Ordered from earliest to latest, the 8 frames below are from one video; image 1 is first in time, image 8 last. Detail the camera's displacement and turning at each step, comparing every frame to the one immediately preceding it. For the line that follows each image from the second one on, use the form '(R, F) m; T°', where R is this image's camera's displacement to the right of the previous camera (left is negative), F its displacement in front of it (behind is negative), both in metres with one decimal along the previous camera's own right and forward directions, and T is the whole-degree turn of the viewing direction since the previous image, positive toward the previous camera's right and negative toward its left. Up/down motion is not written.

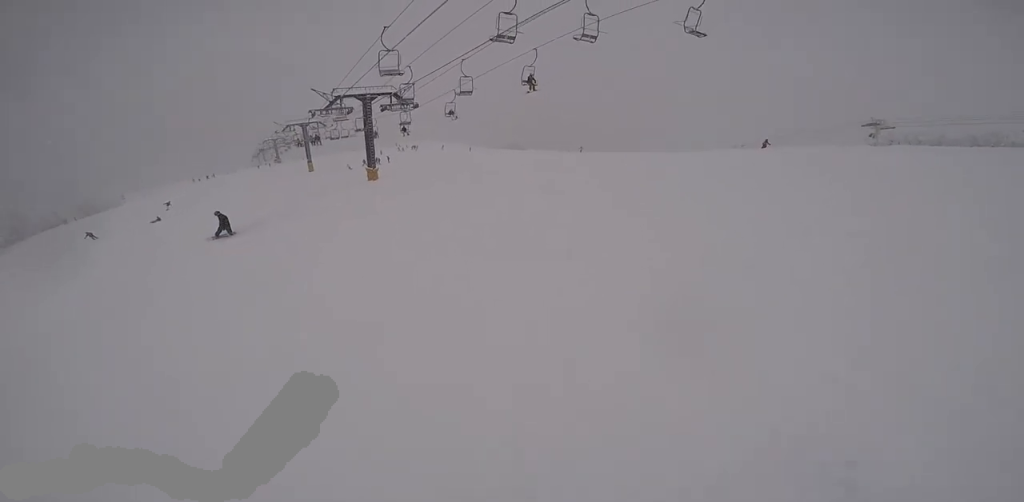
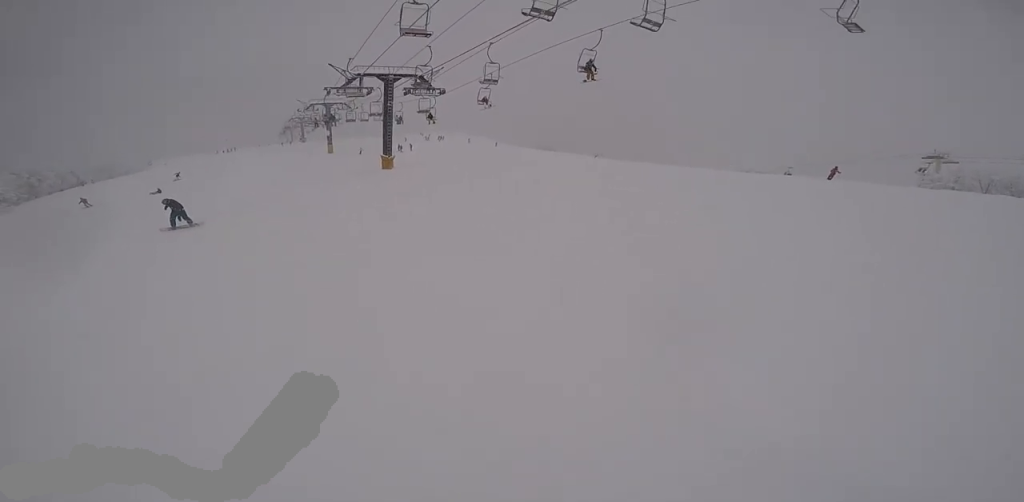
(+0.5, +4.6) m; -5°
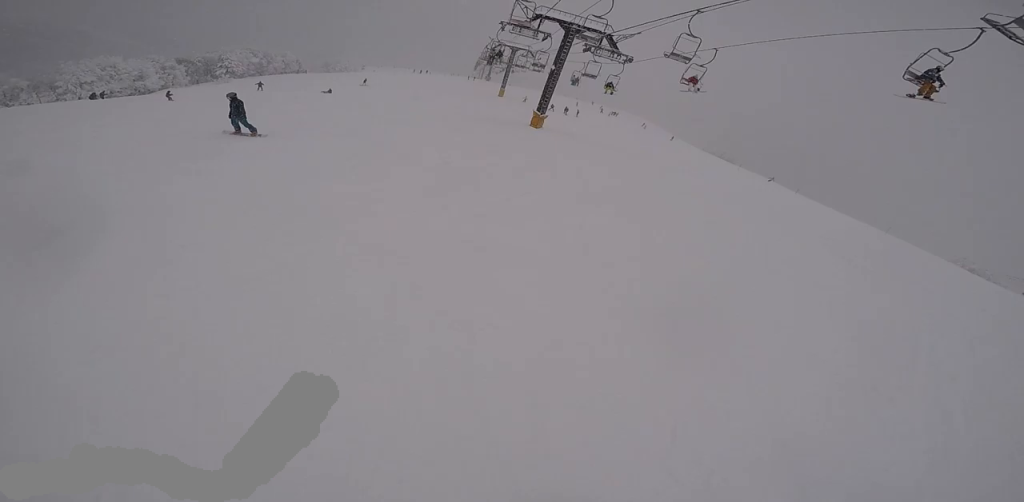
(-0.9, +6.4) m; -13°
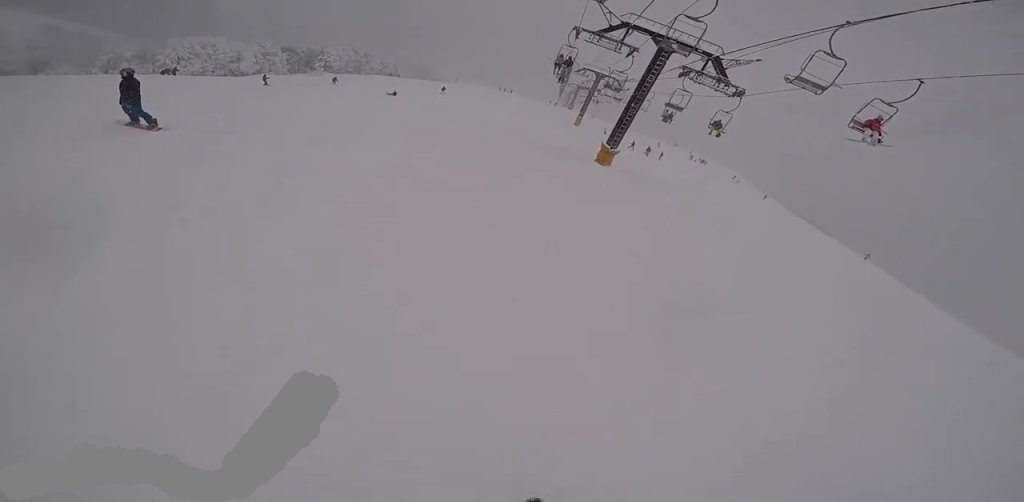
(-0.7, +6.6) m; -12°
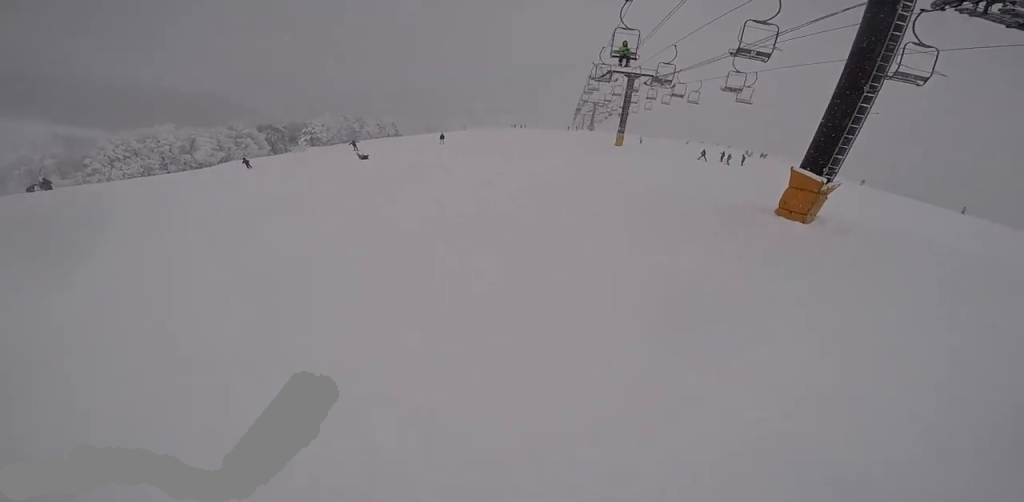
(-2.3, +16.4) m; -4°
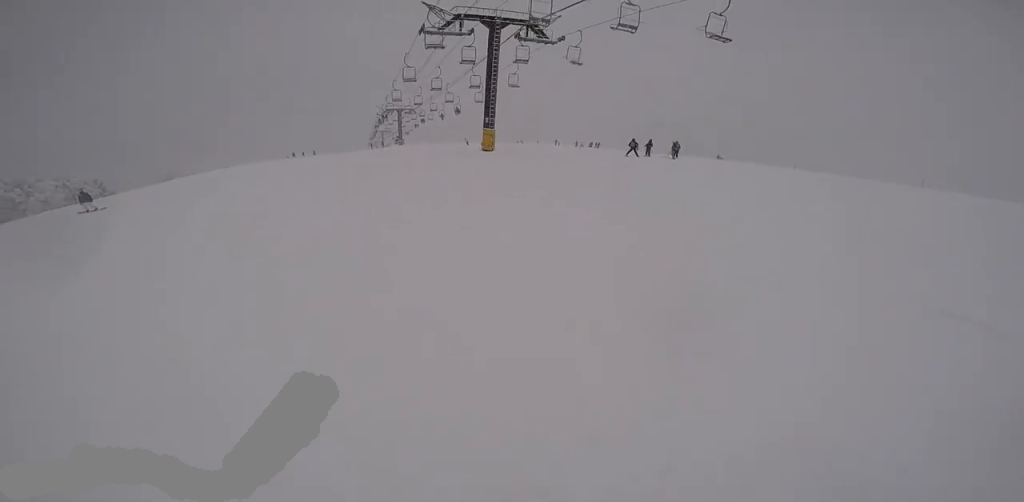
(+4.1, +24.0) m; +11°
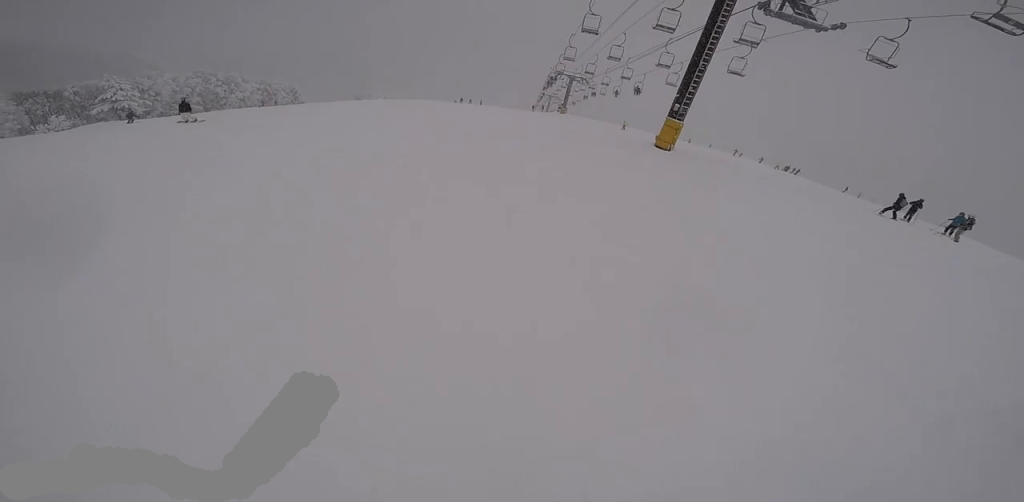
(-0.6, +7.2) m; -3°
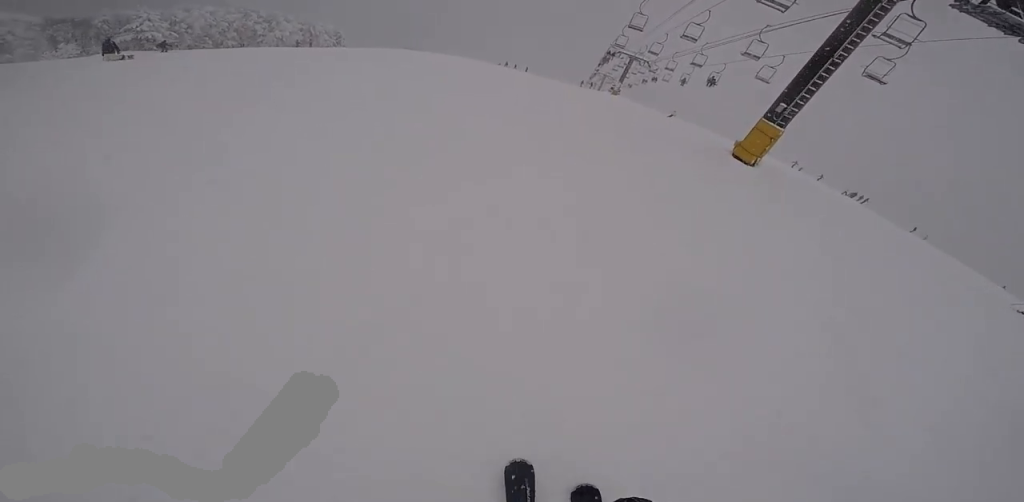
(-0.2, +5.7) m; -3°
